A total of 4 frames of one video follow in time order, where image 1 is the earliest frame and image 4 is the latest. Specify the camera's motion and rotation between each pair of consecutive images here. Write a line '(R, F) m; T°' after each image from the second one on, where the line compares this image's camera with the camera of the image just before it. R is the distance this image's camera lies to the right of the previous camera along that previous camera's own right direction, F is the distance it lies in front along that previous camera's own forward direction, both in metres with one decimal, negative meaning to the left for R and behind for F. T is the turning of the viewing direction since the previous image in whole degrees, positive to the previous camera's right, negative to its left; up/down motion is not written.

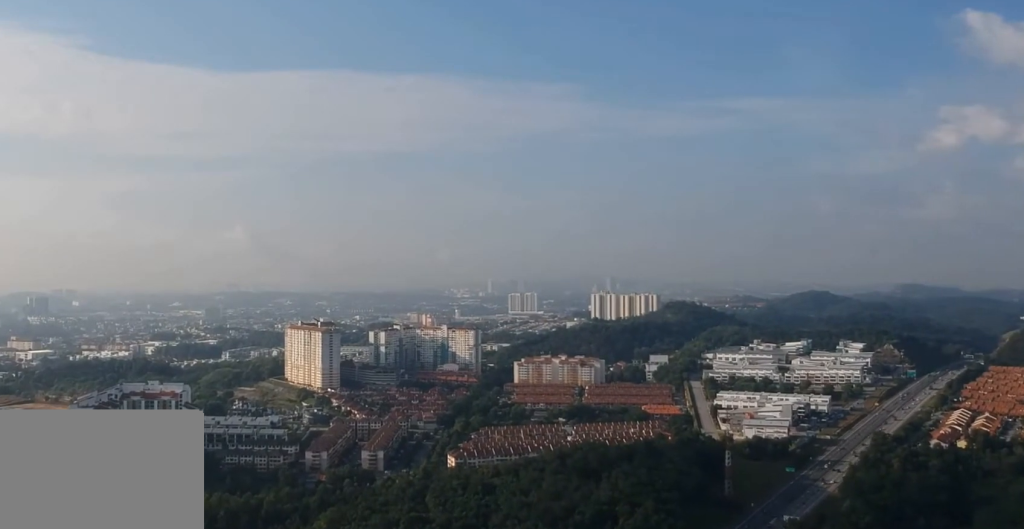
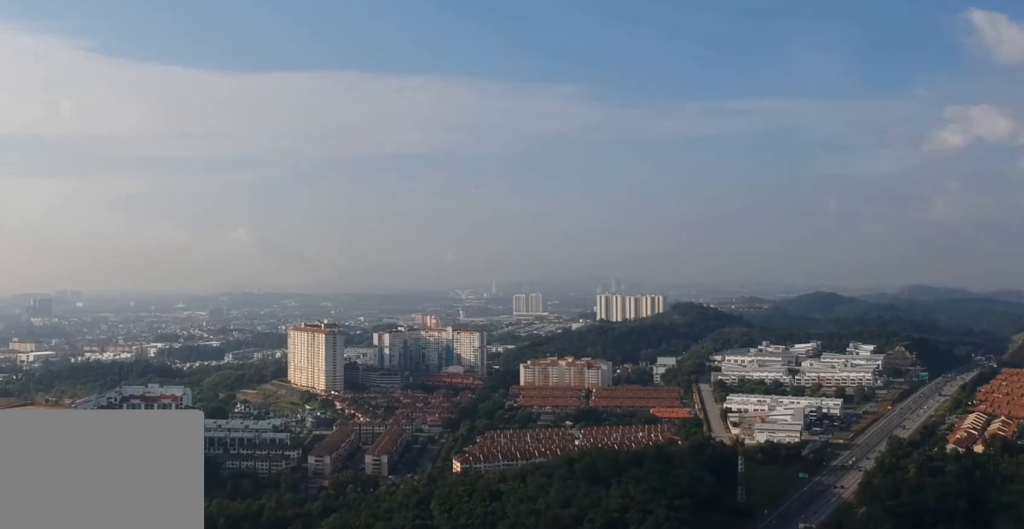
(0.0, +16.8) m; 0°
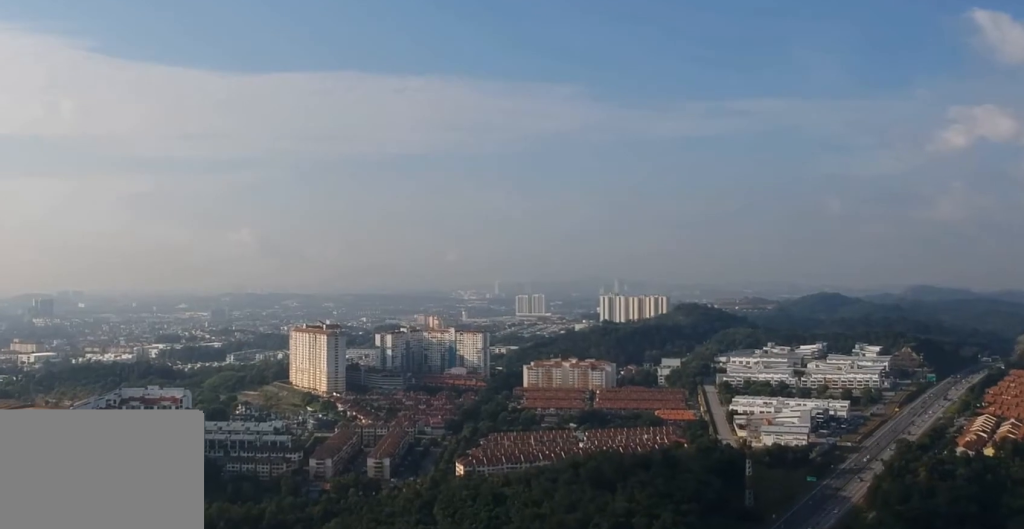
(0.0, +8.8) m; 0°
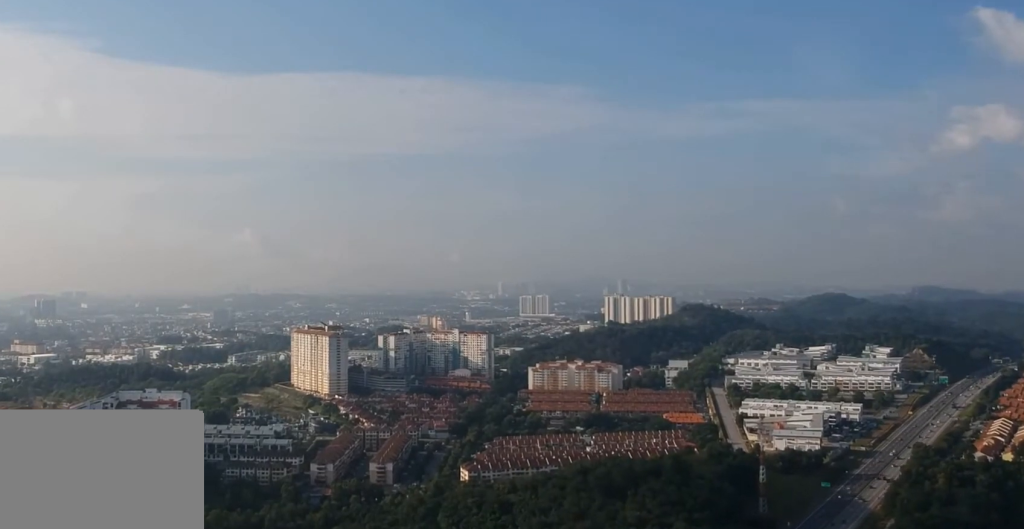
(-0.1, +18.6) m; 0°
